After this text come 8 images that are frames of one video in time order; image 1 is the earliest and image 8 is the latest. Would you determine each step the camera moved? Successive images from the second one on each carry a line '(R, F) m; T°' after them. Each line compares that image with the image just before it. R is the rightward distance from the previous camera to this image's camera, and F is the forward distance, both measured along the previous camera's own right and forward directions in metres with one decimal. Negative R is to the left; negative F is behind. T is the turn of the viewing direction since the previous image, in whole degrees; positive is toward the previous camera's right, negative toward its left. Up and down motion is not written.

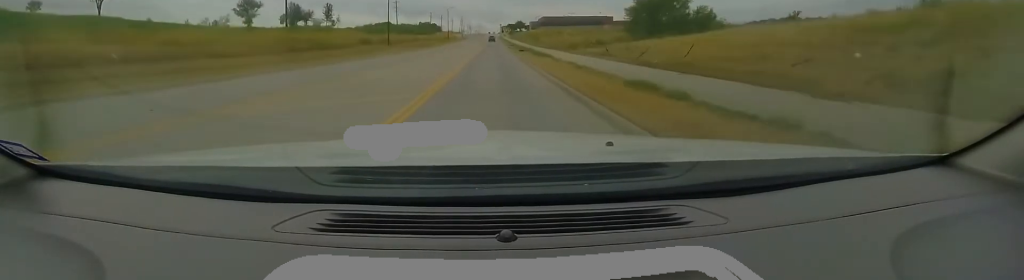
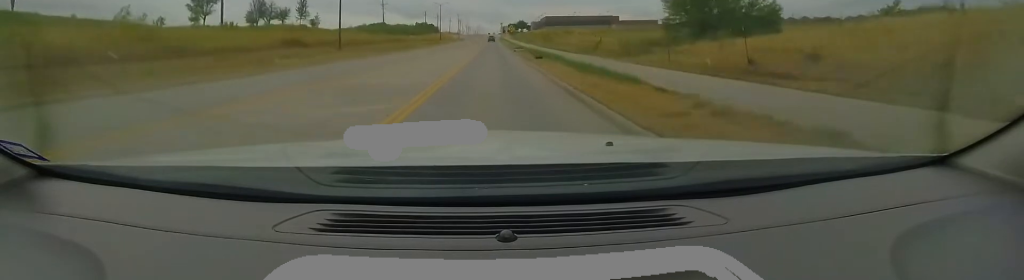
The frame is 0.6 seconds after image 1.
(0.0, +13.5) m; 0°
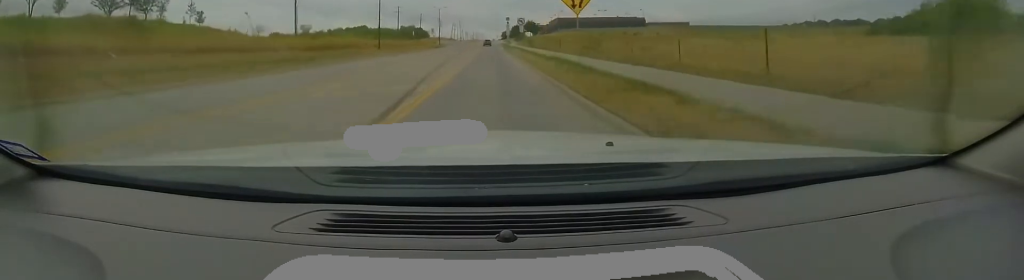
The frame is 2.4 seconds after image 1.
(0.0, +45.0) m; 0°
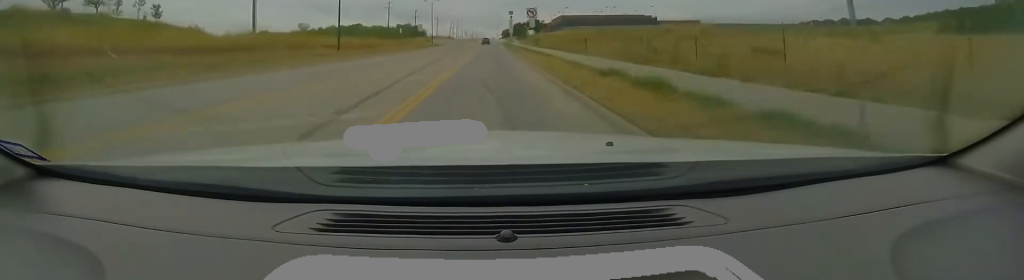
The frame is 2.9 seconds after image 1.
(0.0, +10.5) m; 0°
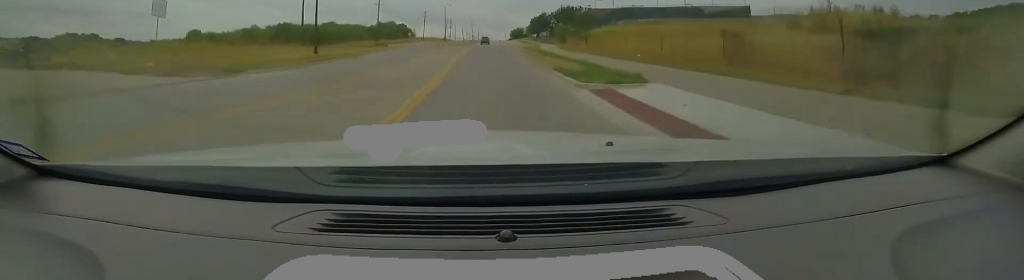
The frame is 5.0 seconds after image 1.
(0.0, +50.8) m; -1°
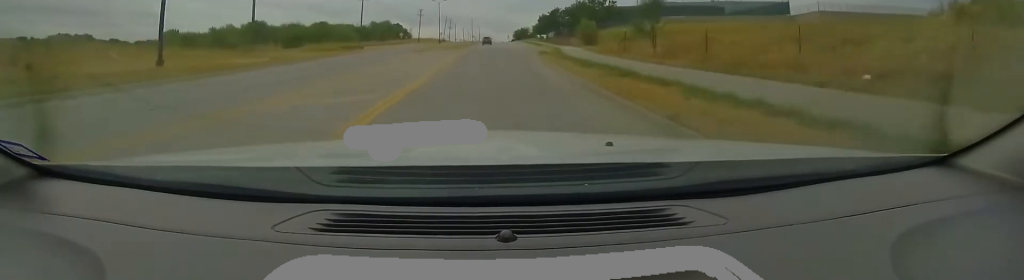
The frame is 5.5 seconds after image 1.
(+0.2, +12.9) m; -1°
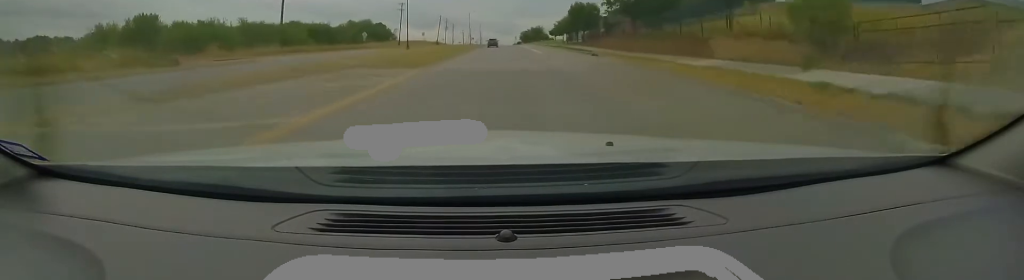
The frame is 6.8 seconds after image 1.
(-0.6, +31.2) m; 0°
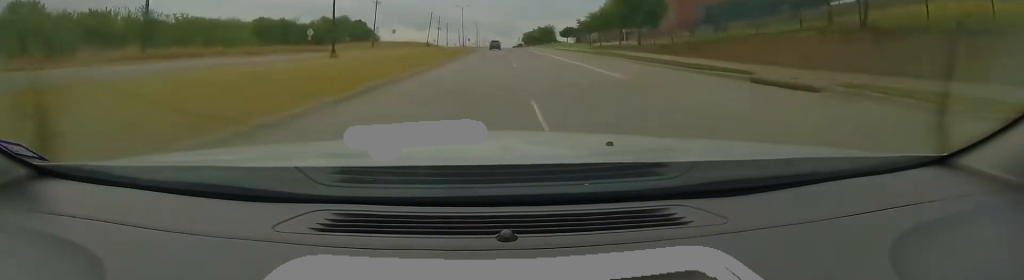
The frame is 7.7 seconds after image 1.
(+0.5, +20.8) m; +1°
